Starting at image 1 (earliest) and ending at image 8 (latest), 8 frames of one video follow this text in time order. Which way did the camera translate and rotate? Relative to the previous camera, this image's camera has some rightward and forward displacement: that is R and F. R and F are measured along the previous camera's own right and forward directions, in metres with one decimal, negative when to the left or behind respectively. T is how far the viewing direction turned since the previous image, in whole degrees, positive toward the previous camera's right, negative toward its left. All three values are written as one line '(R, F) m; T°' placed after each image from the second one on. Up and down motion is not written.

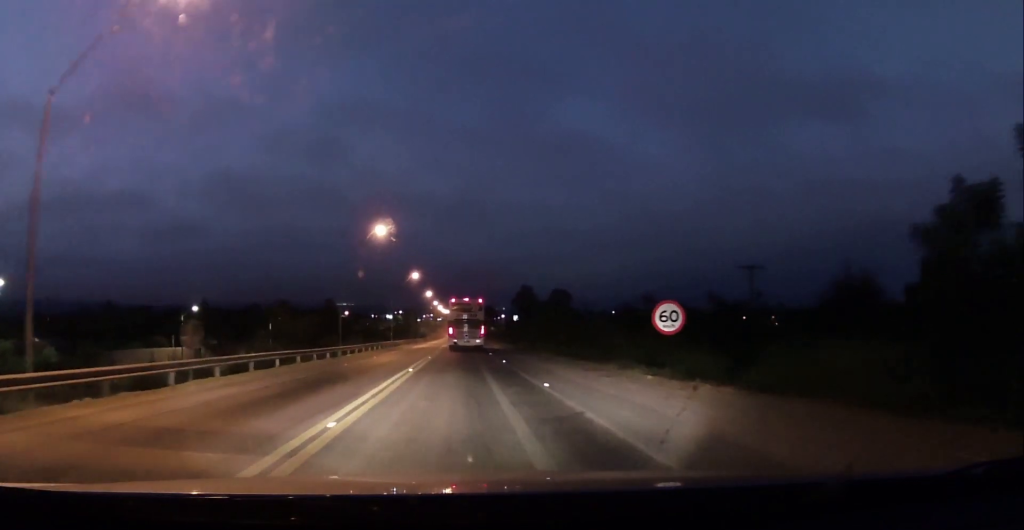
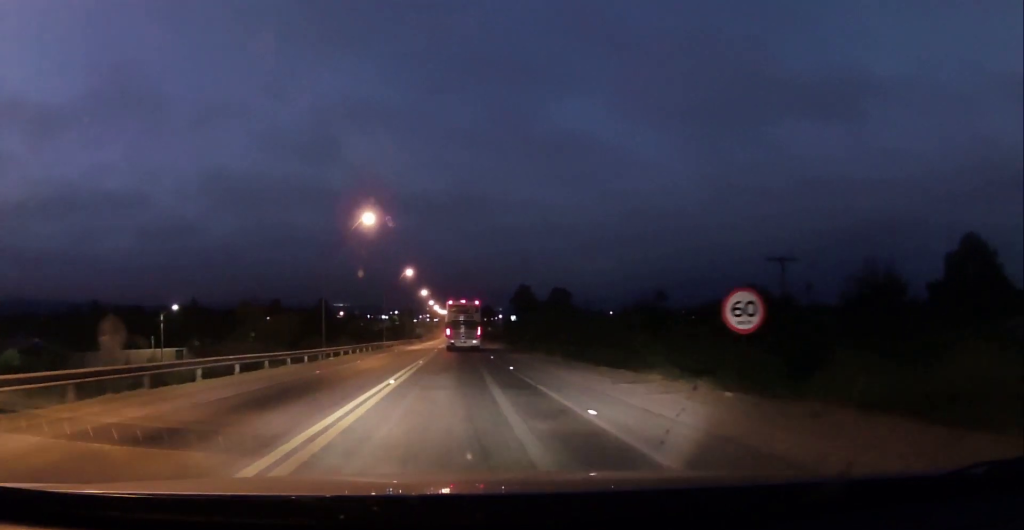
(+0.1, +4.7) m; +1°
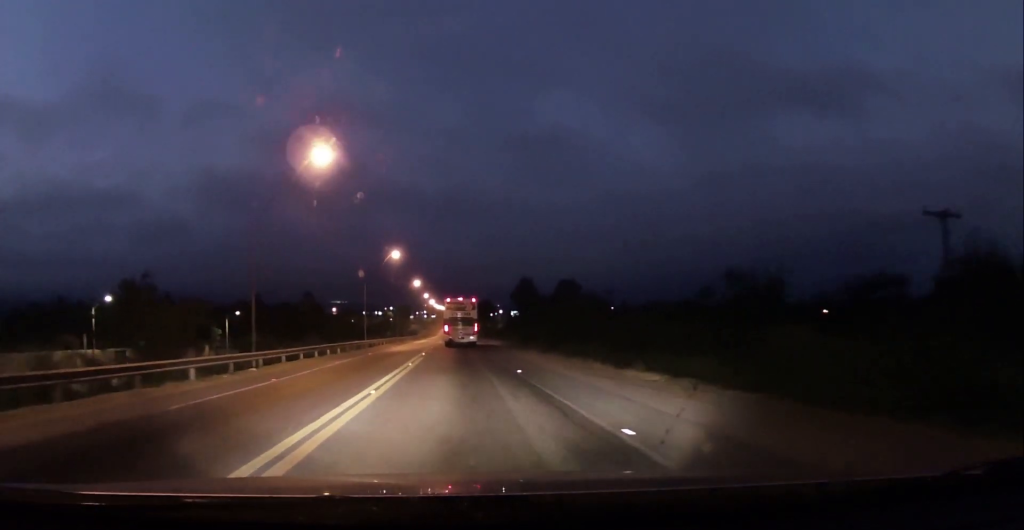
(-0.4, +14.7) m; -1°
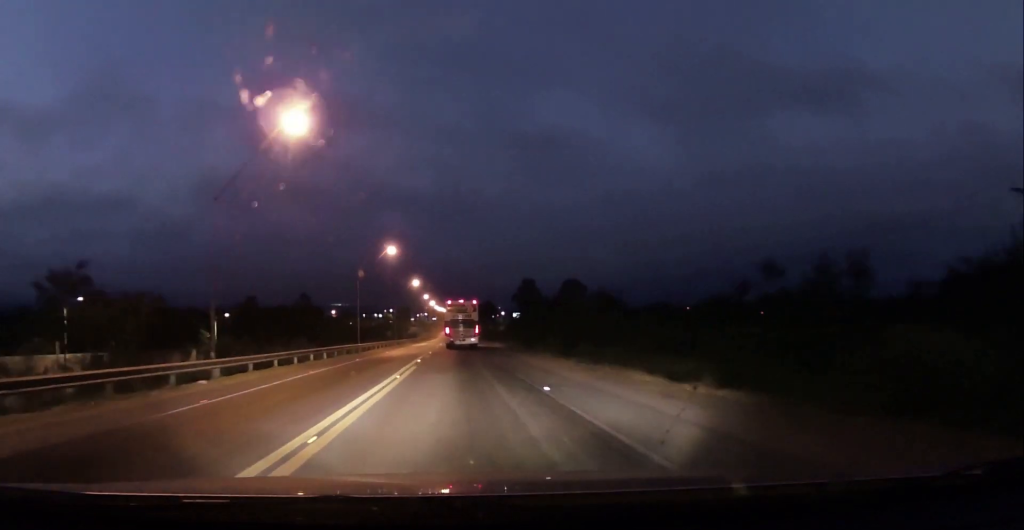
(+0.3, +5.4) m; +1°
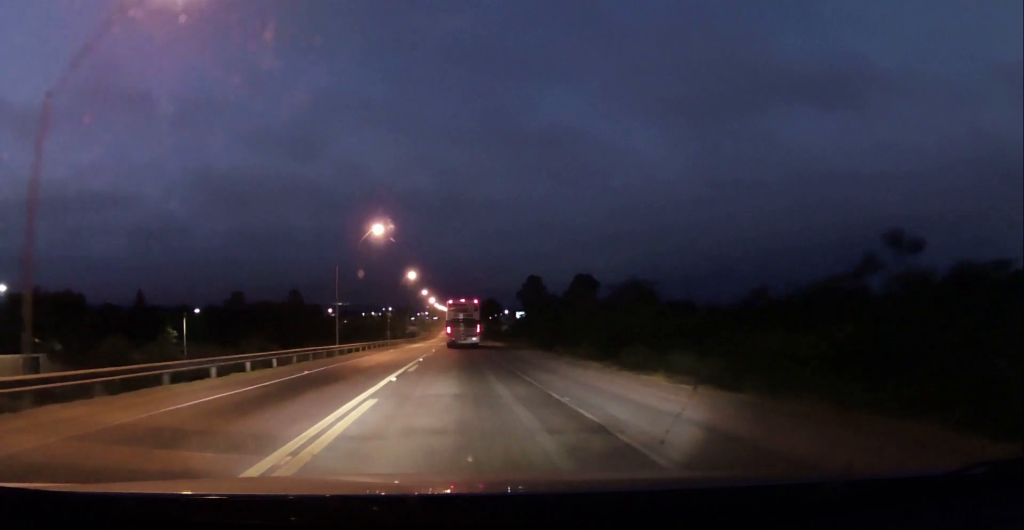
(+0.3, +11.8) m; 0°
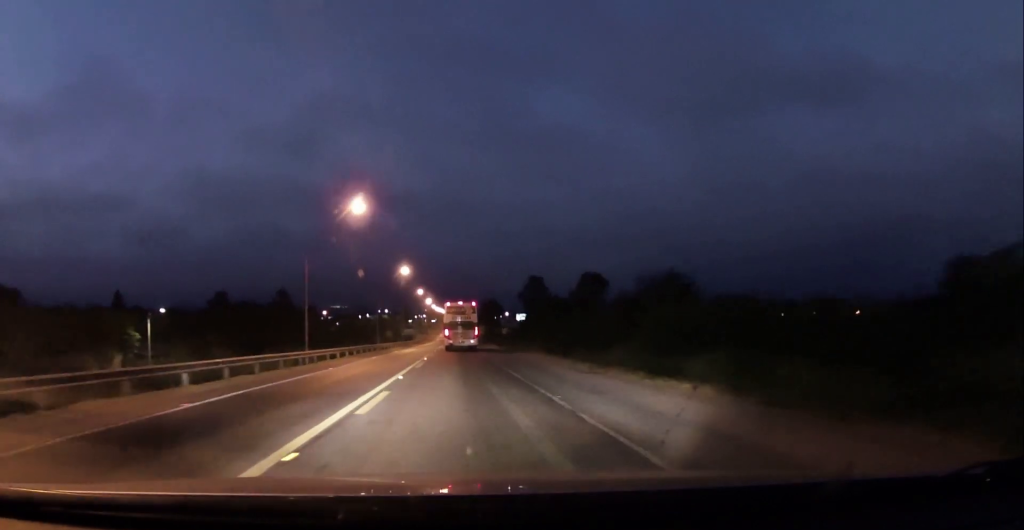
(-0.2, +9.5) m; -2°
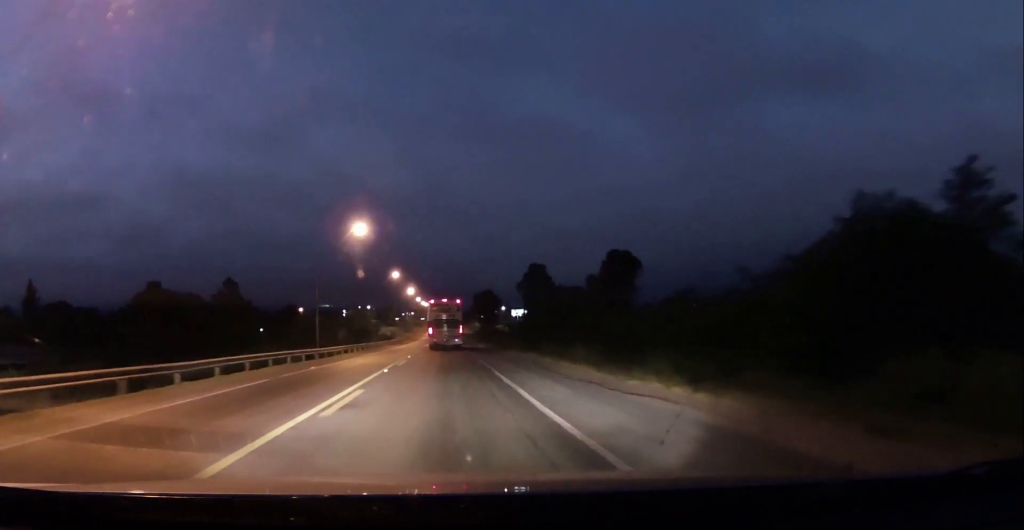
(+0.4, +29.6) m; +2°
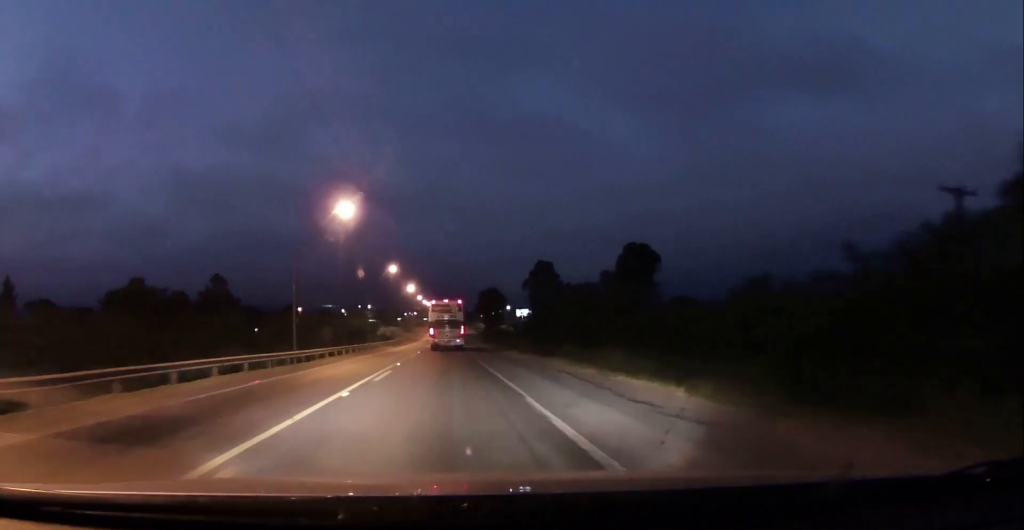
(+0.1, +8.0) m; 0°
